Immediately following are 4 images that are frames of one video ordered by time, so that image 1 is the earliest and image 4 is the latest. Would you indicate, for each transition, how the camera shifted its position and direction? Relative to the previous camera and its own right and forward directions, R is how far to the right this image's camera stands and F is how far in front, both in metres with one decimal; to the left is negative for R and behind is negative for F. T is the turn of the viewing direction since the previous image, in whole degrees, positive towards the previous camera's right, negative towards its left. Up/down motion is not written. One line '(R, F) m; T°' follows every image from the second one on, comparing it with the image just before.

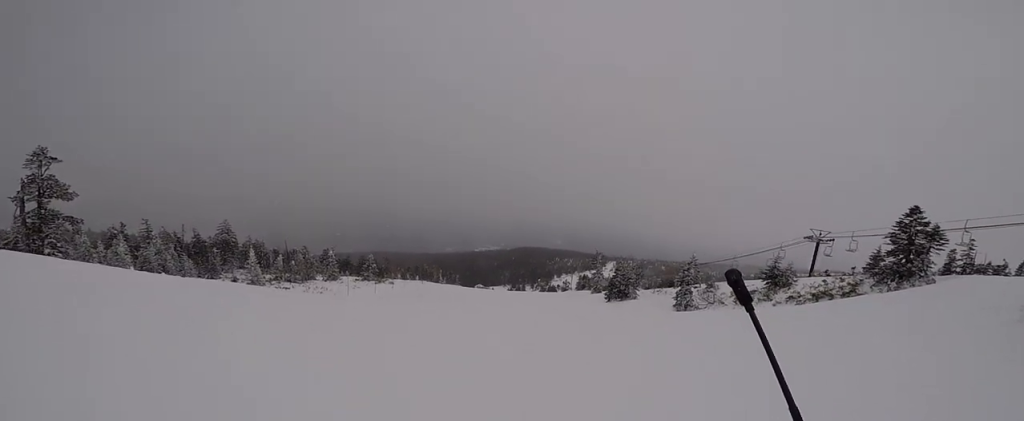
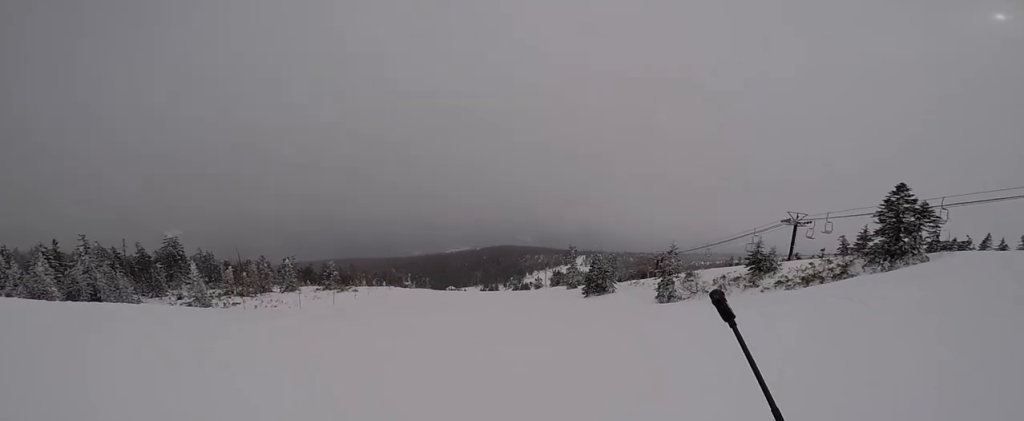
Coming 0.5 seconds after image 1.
(+0.6, +3.3) m; +6°
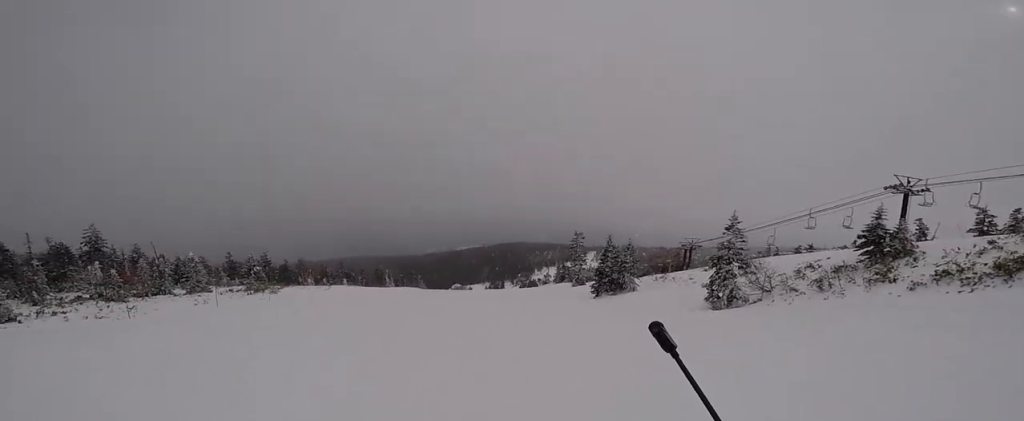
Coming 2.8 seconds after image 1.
(-2.2, +18.7) m; -19°
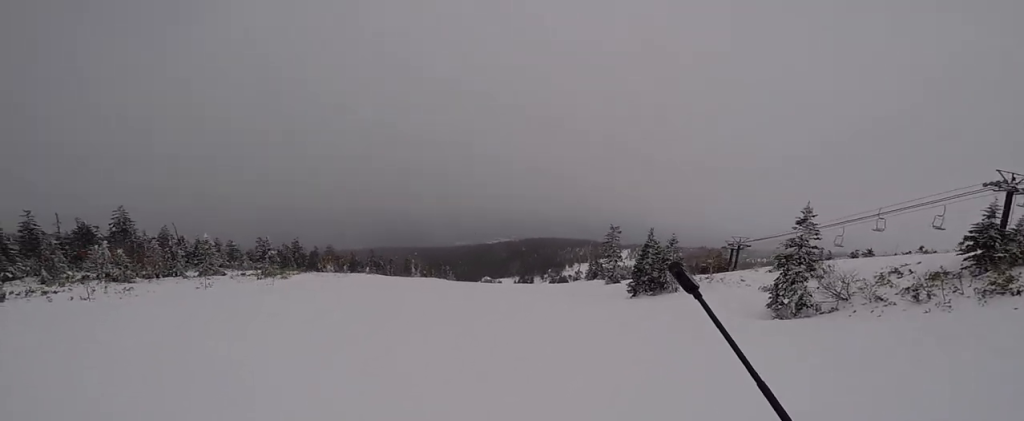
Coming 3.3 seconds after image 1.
(0.0, +4.2) m; -10°
